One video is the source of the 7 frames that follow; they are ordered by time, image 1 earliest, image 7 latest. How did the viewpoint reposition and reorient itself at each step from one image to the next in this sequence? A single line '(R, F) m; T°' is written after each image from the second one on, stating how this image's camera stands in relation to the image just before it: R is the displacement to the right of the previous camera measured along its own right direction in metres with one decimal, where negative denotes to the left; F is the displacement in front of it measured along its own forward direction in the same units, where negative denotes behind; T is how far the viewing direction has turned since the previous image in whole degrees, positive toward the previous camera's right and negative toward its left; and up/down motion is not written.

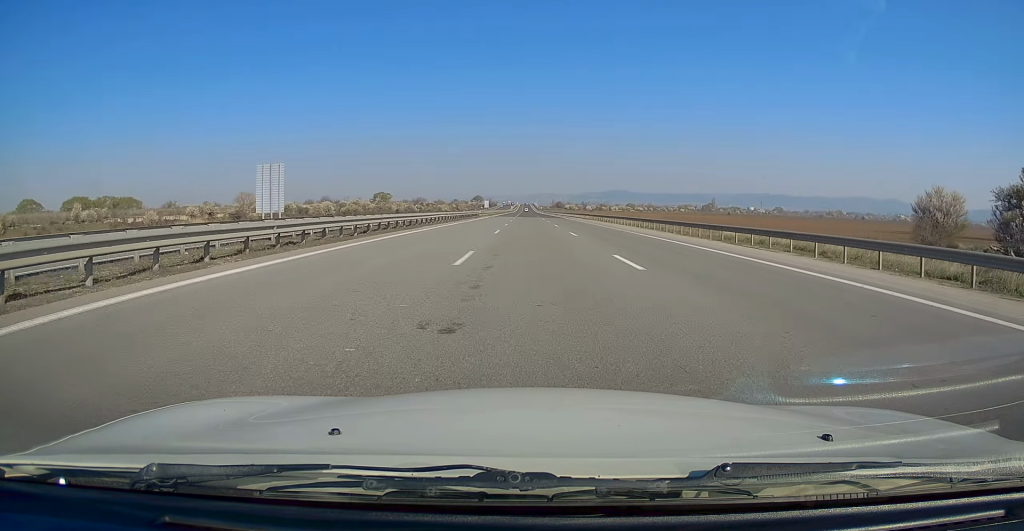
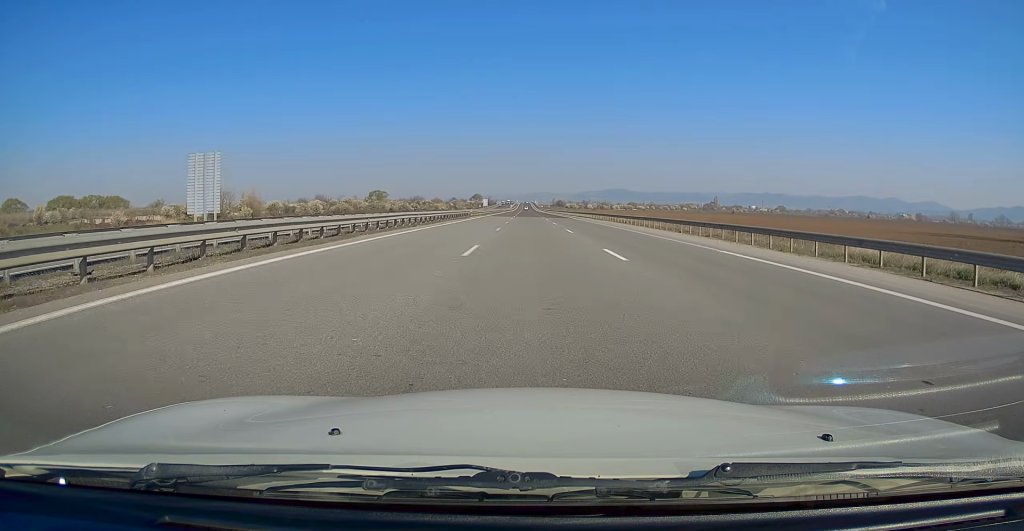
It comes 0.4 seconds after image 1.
(+0.1, +14.1) m; 0°
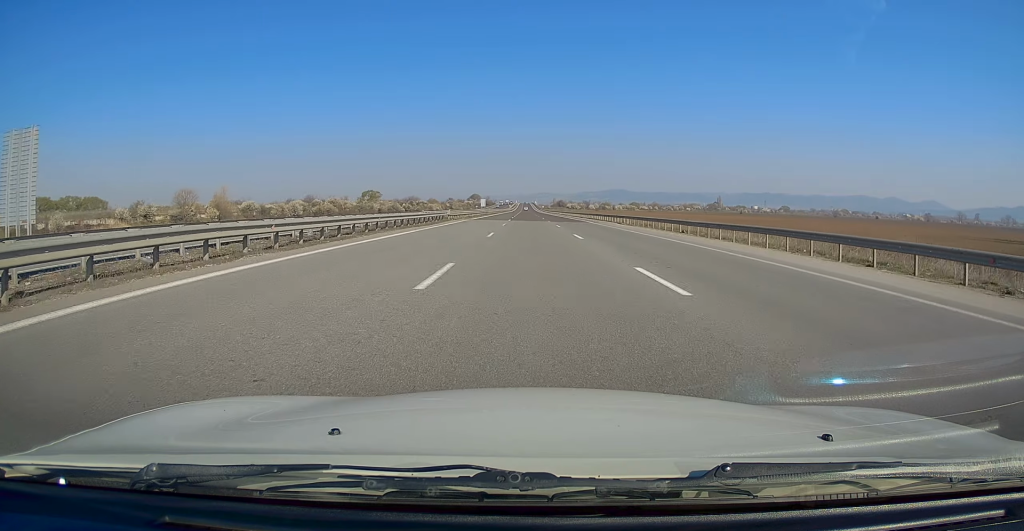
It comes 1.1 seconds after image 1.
(-0.2, +21.7) m; 0°
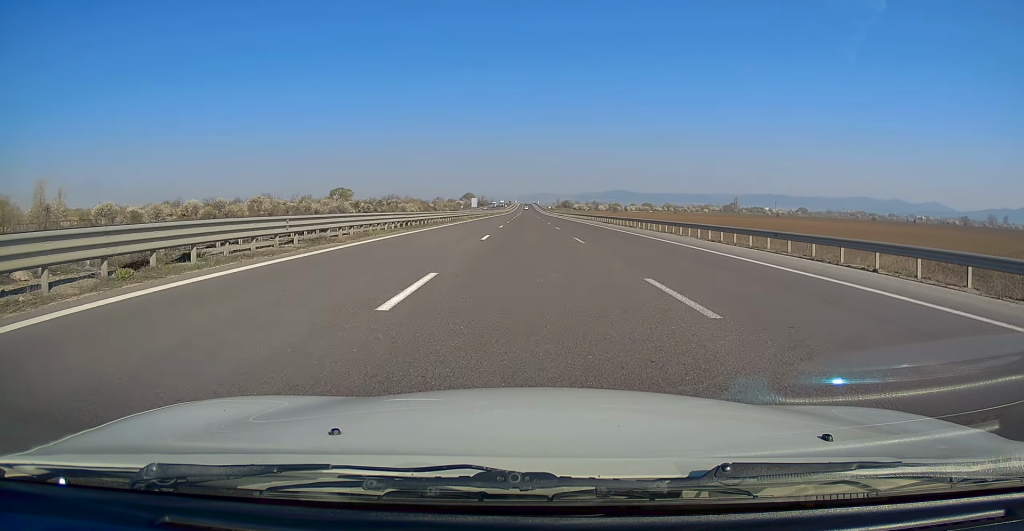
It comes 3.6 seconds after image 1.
(+0.1, +81.6) m; 0°
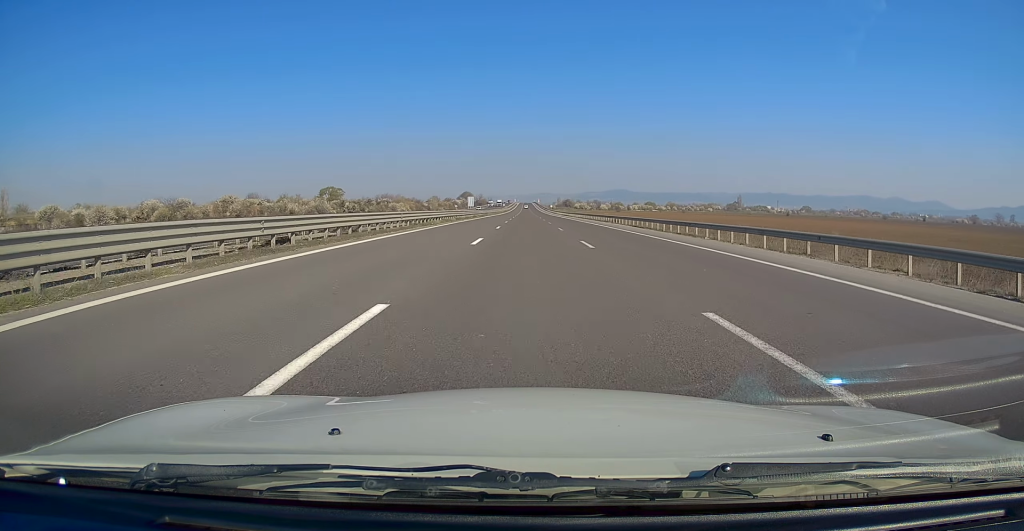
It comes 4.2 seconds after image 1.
(0.0, +19.6) m; 0°
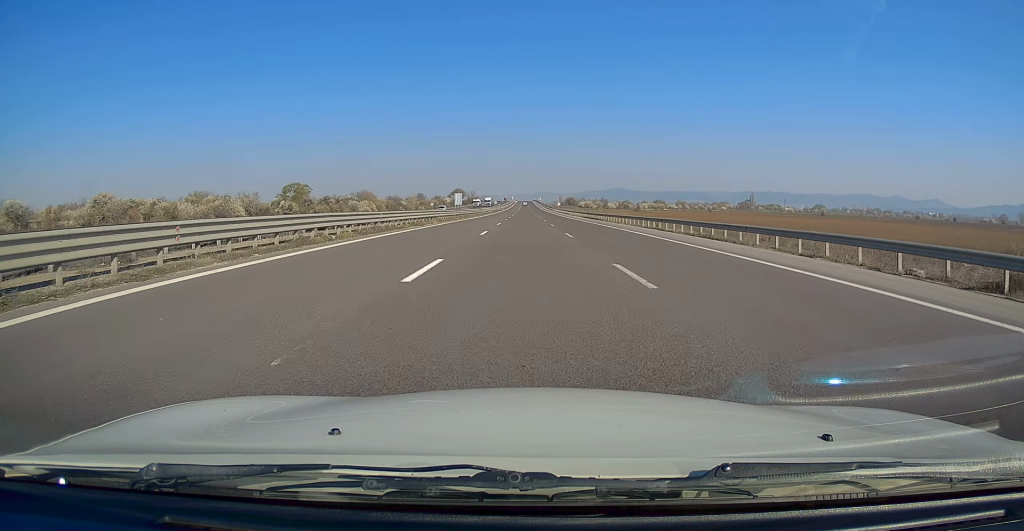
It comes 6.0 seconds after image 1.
(-0.1, +57.7) m; 0°
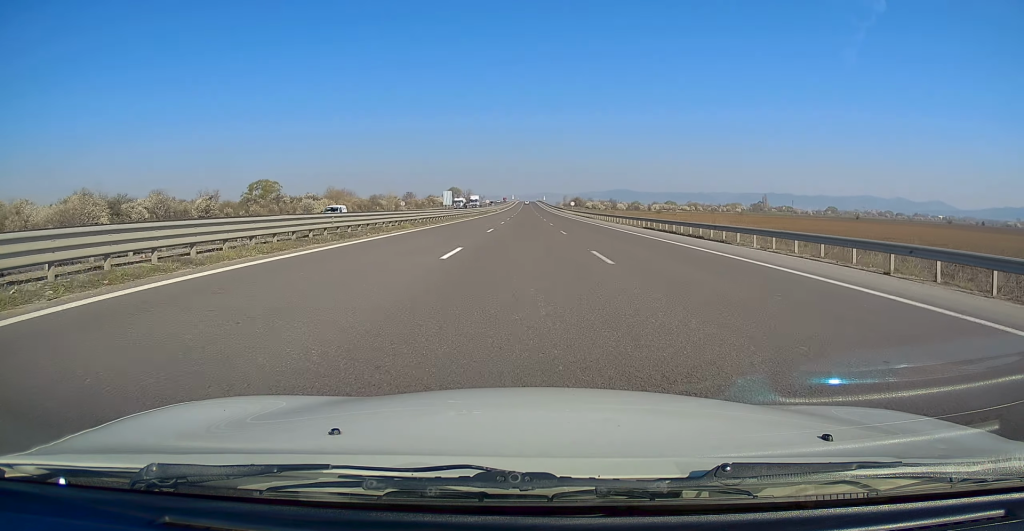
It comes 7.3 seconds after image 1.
(+0.1, +43.6) m; 0°
